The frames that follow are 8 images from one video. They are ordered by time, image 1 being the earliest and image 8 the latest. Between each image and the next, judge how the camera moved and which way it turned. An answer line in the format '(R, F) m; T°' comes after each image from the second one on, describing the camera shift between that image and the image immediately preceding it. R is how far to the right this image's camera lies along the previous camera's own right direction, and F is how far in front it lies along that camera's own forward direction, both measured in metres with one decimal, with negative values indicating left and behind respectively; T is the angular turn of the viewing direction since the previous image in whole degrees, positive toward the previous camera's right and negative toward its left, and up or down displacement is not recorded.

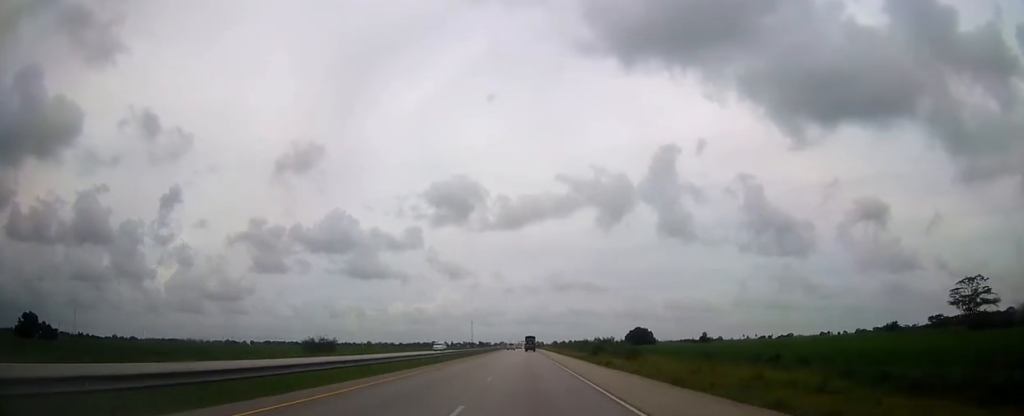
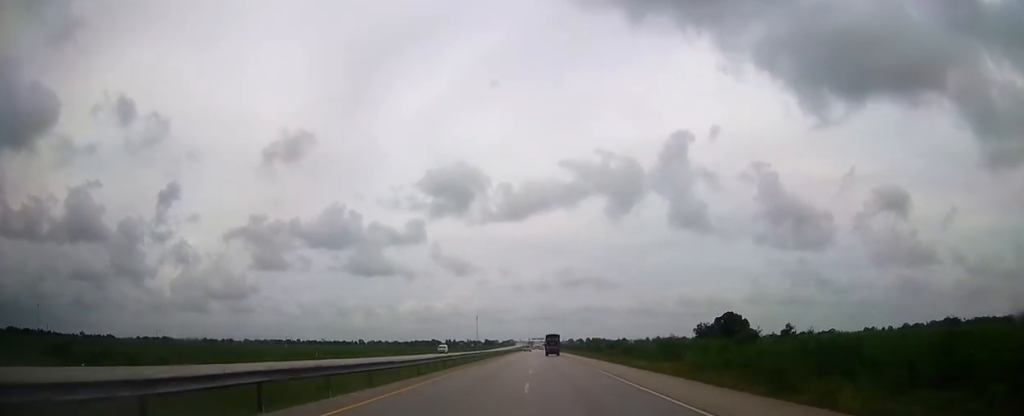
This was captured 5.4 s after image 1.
(-0.7, +158.5) m; -1°
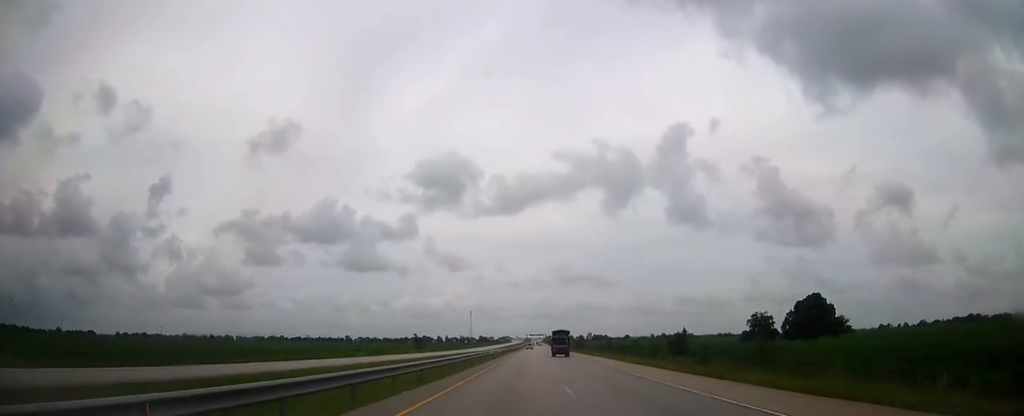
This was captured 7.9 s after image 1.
(-0.2, +73.6) m; 0°
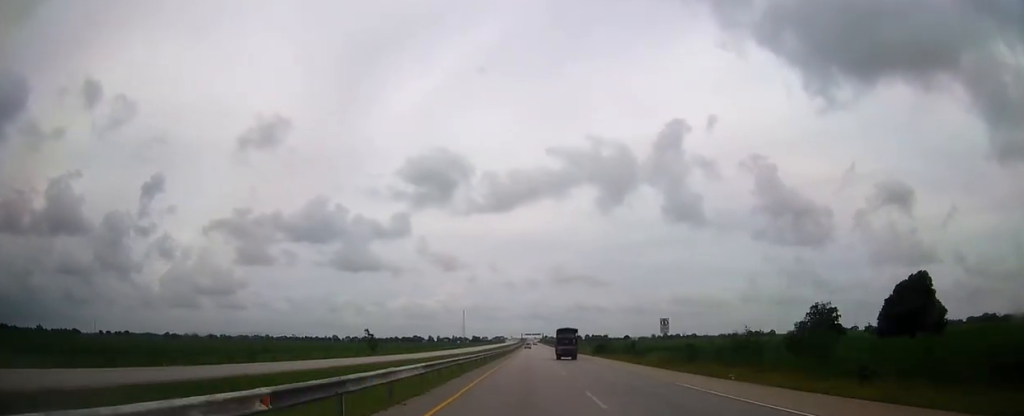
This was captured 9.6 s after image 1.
(+0.1, +51.1) m; 0°
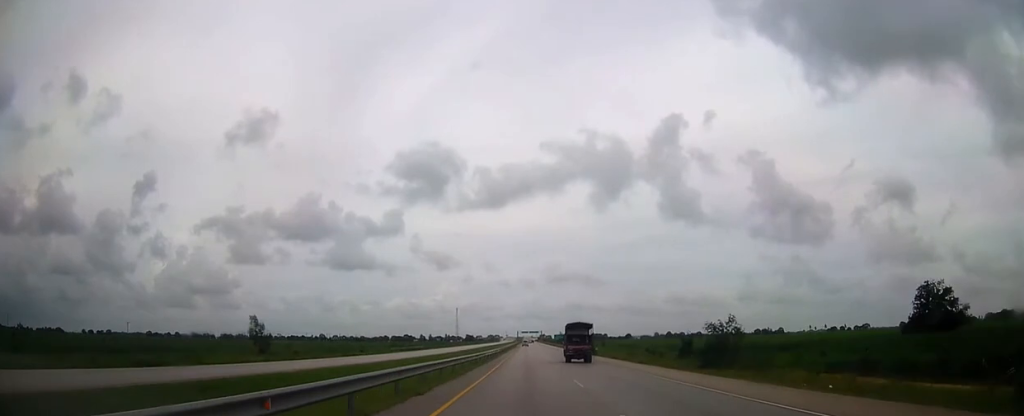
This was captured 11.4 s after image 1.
(+0.1, +54.2) m; 0°
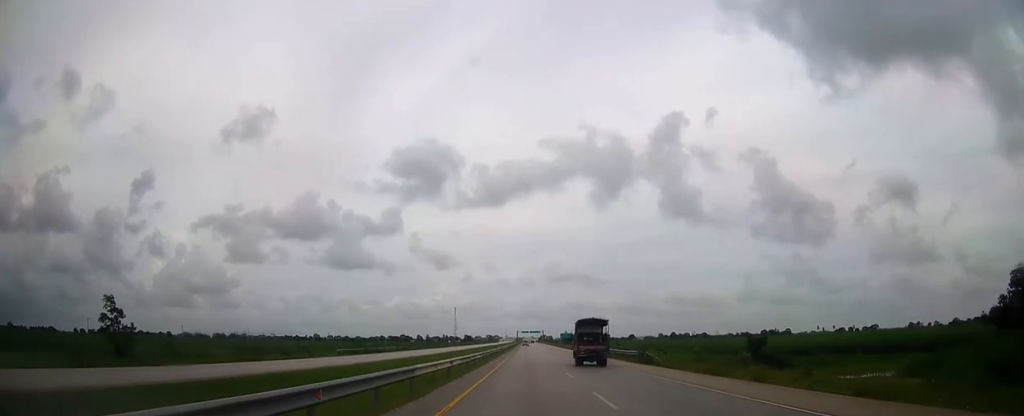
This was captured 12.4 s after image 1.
(0.0, +30.1) m; 0°
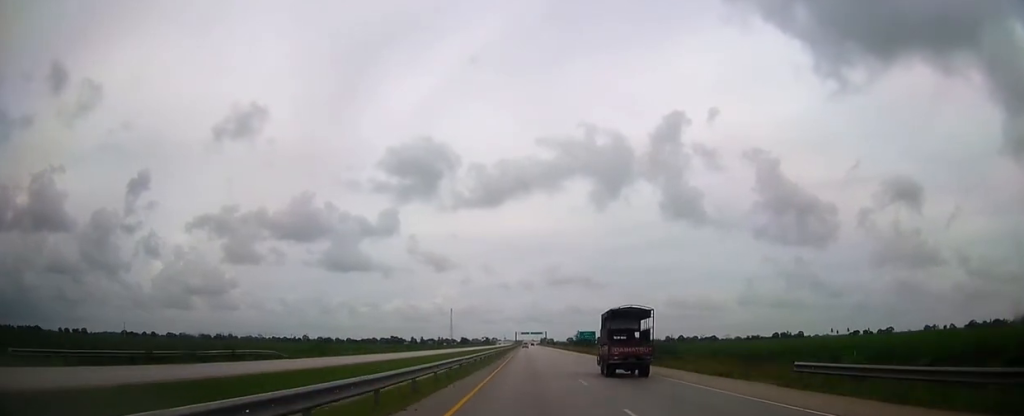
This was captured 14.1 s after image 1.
(+0.1, +51.8) m; 0°
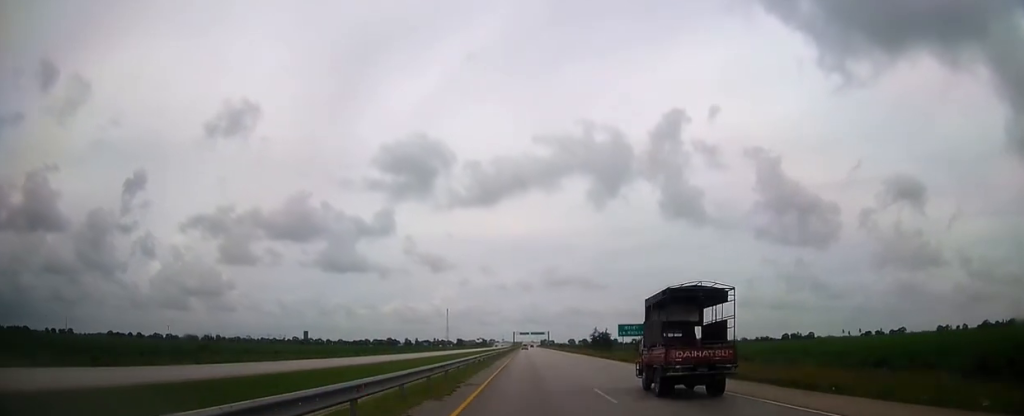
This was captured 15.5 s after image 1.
(0.0, +42.9) m; 0°
